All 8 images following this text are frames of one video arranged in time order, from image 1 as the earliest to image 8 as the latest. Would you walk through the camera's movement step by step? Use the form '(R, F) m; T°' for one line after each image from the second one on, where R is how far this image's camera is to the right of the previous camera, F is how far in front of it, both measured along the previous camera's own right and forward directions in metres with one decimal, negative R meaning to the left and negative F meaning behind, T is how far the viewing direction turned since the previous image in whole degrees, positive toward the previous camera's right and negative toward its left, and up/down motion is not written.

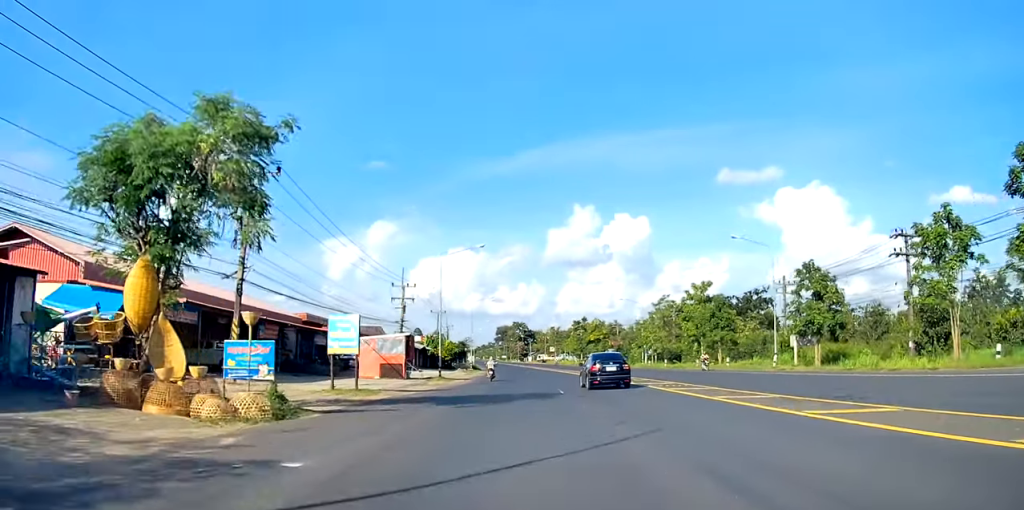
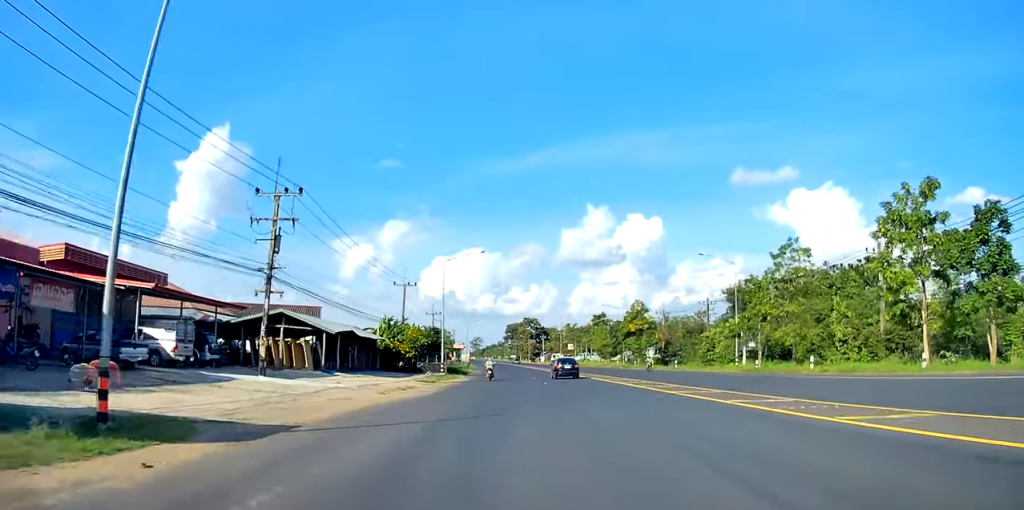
(-0.7, +35.9) m; -2°
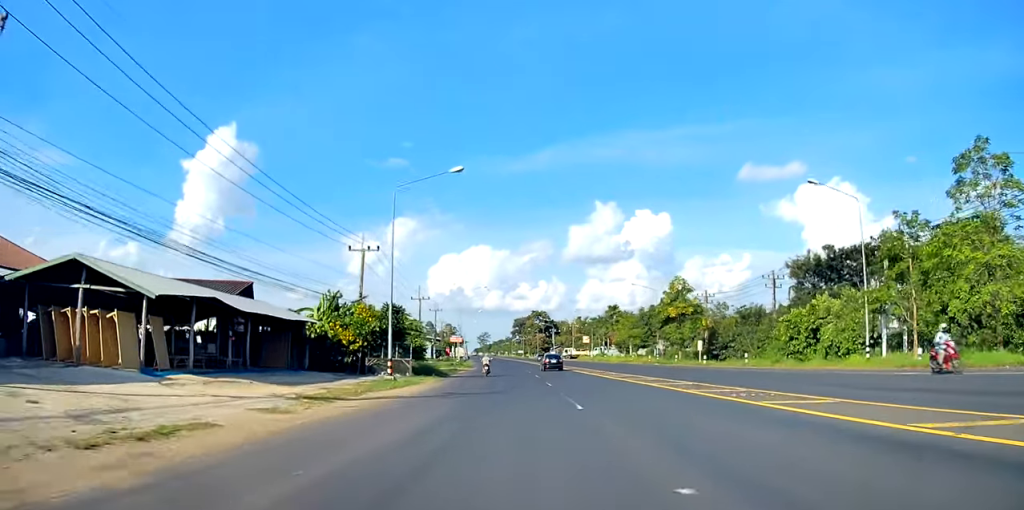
(-0.1, +20.4) m; -1°
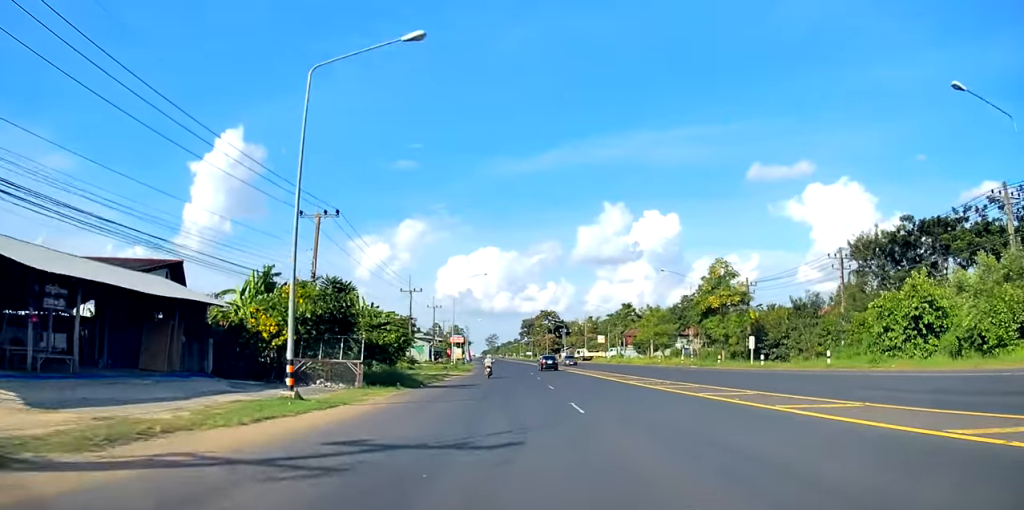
(-0.2, +13.3) m; -1°
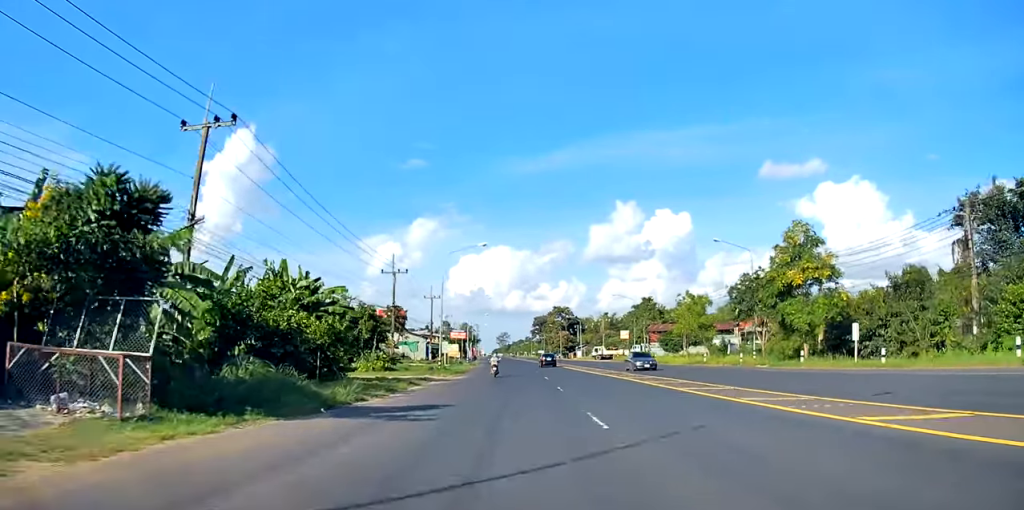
(+0.2, +15.6) m; -1°
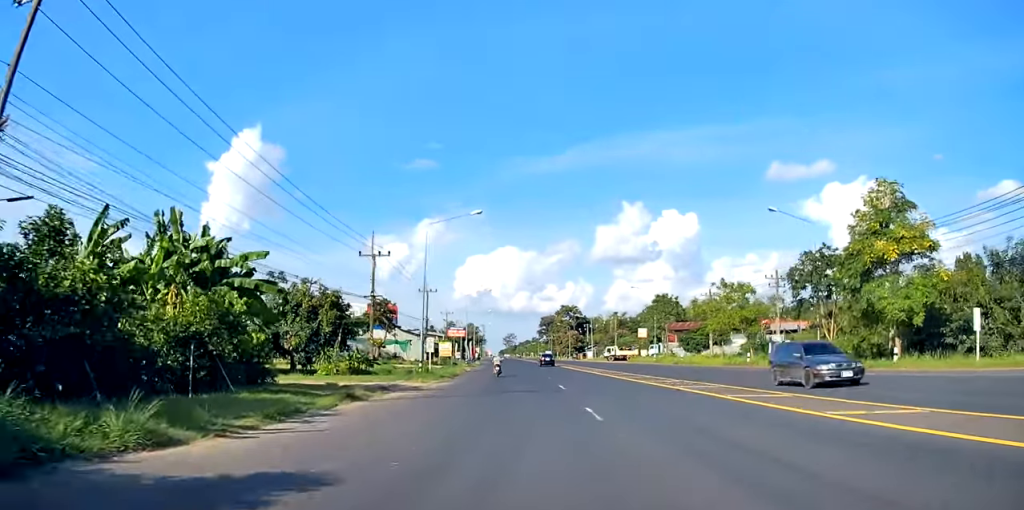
(-0.3, +10.2) m; -1°
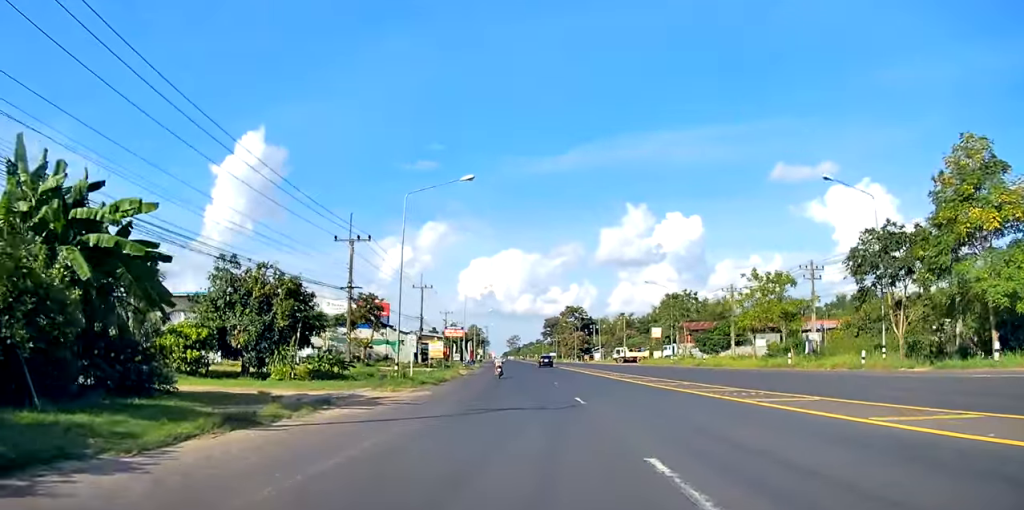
(0.0, +7.6) m; -1°
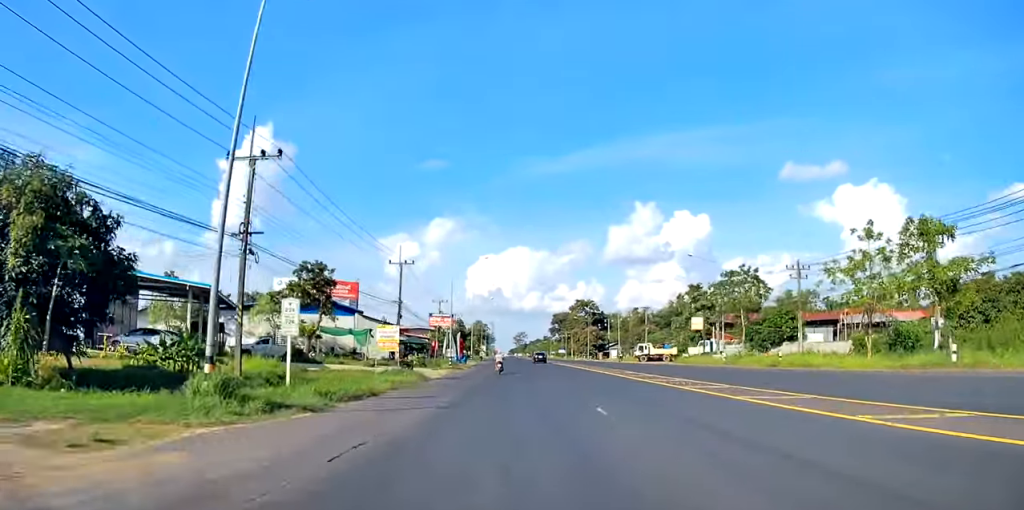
(-0.2, +18.2) m; -1°
